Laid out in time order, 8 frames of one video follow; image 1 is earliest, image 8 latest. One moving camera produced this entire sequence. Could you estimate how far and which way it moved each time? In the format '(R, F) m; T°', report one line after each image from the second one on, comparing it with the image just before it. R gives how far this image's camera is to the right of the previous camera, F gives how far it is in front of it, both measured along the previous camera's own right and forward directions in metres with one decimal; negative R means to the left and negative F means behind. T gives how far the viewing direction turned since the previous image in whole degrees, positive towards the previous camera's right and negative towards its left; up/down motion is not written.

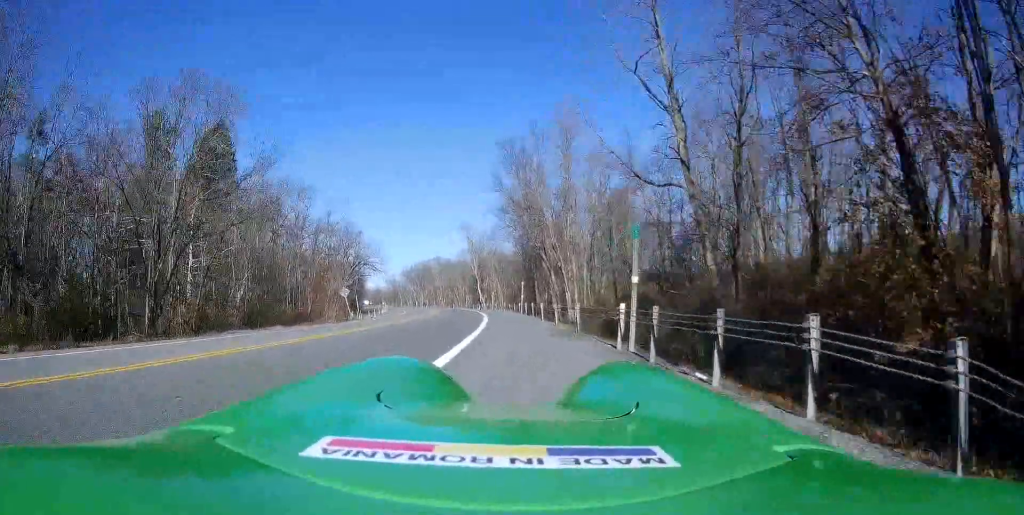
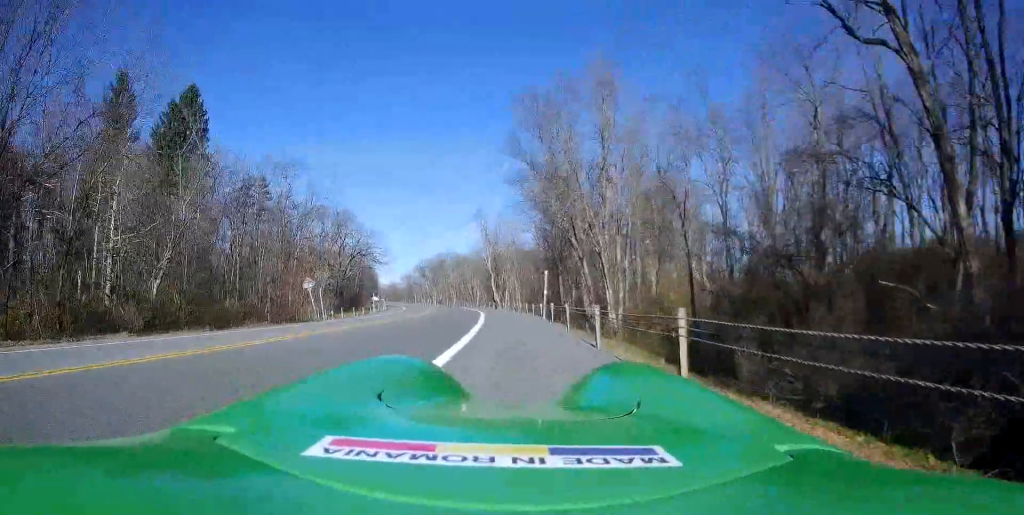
(-0.6, +13.7) m; -5°
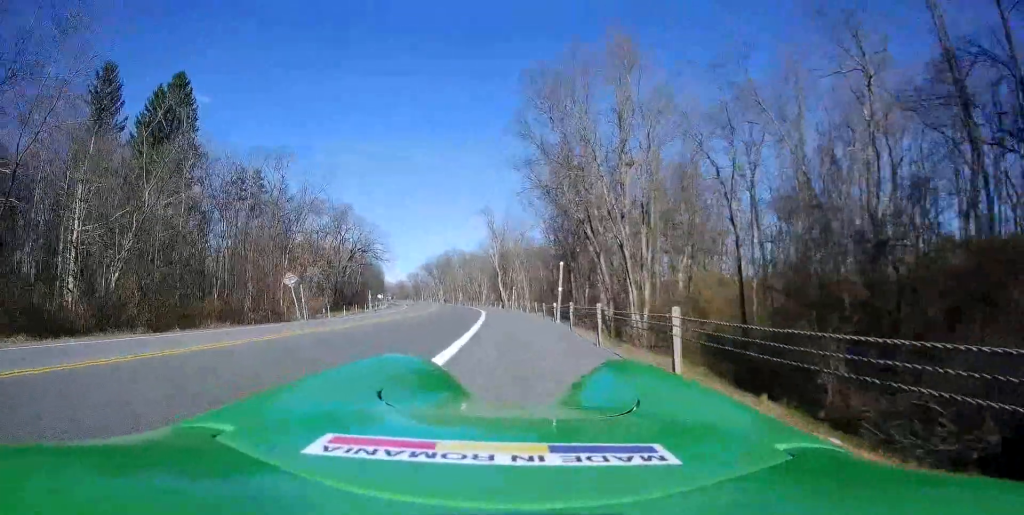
(-0.1, +5.0) m; -1°
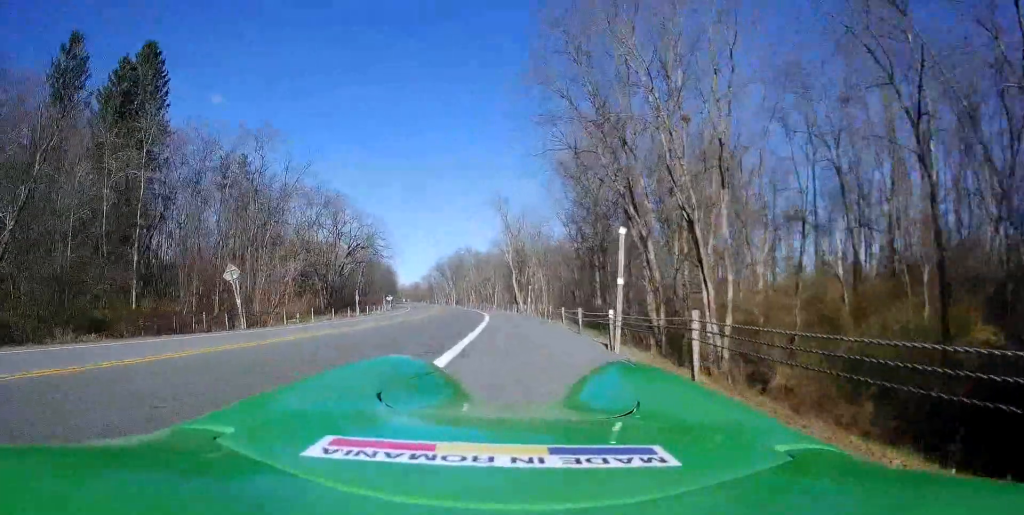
(-0.2, +9.9) m; -3°
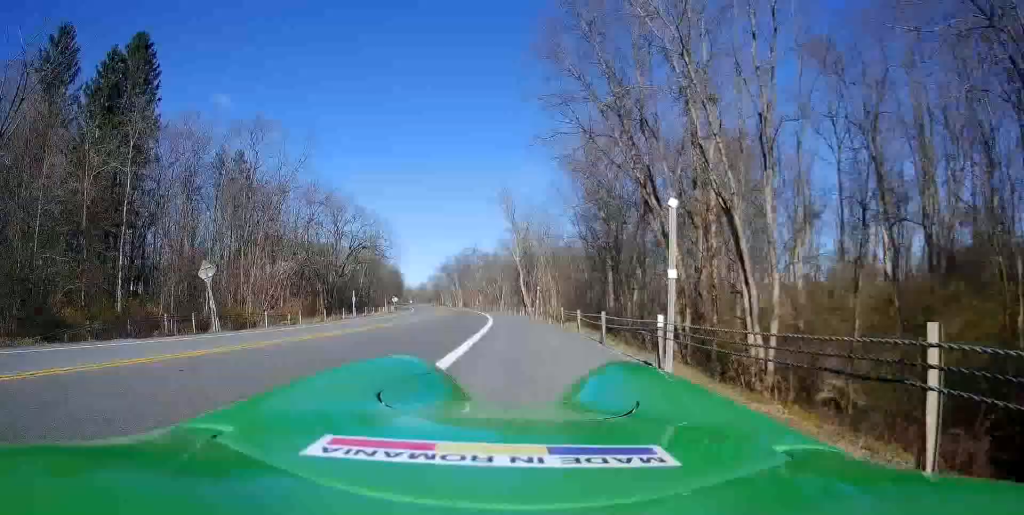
(+0.1, +3.2) m; -1°
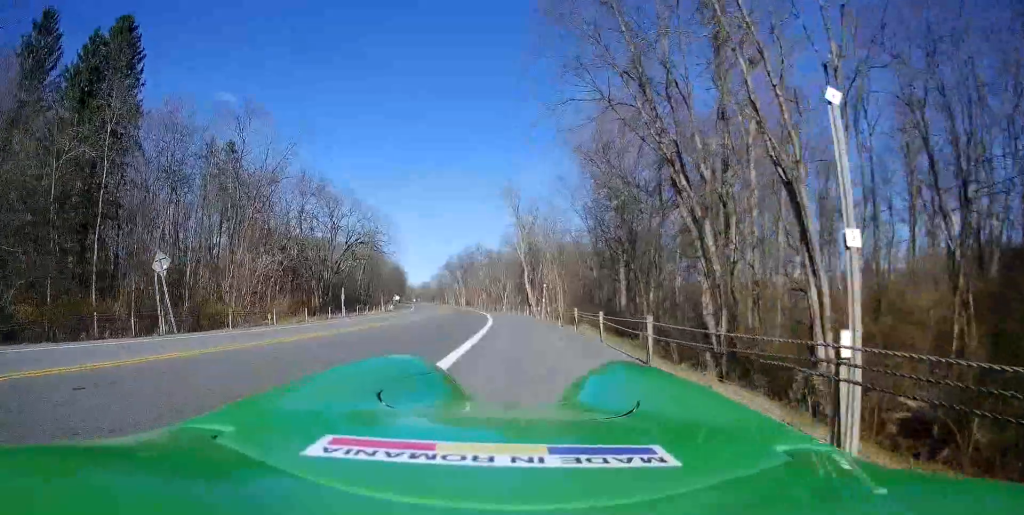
(-0.2, +3.8) m; -2°
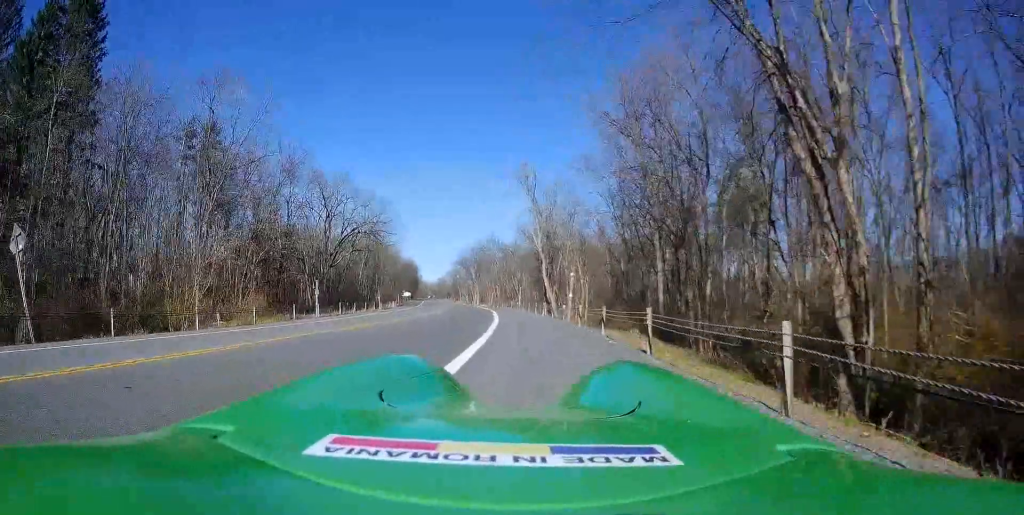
(-0.3, +8.4) m; -2°
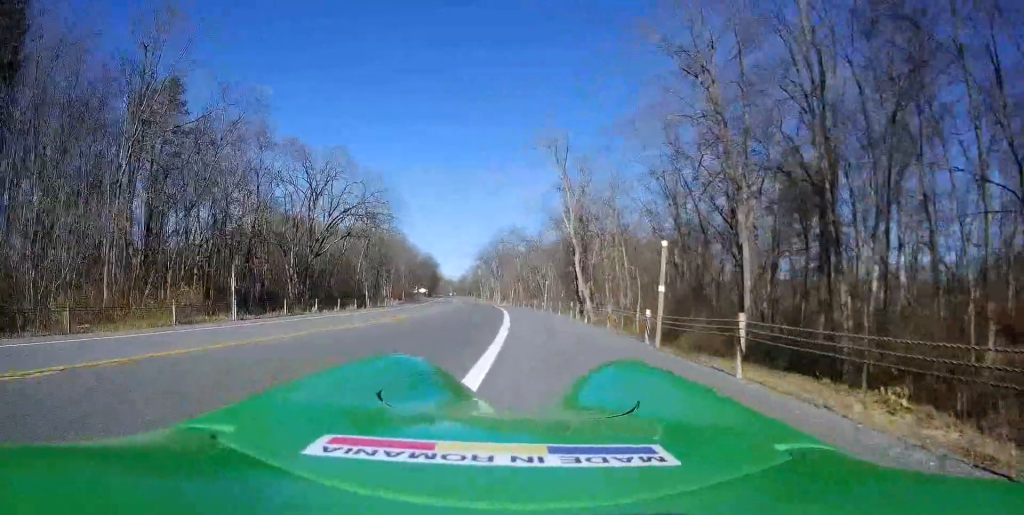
(+0.1, +12.7) m; +3°
